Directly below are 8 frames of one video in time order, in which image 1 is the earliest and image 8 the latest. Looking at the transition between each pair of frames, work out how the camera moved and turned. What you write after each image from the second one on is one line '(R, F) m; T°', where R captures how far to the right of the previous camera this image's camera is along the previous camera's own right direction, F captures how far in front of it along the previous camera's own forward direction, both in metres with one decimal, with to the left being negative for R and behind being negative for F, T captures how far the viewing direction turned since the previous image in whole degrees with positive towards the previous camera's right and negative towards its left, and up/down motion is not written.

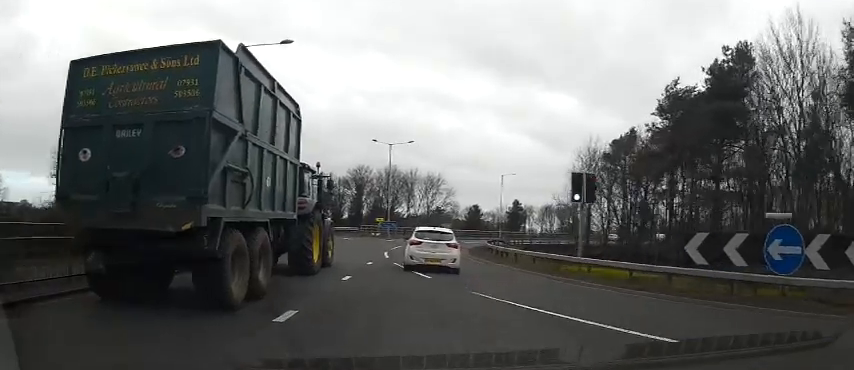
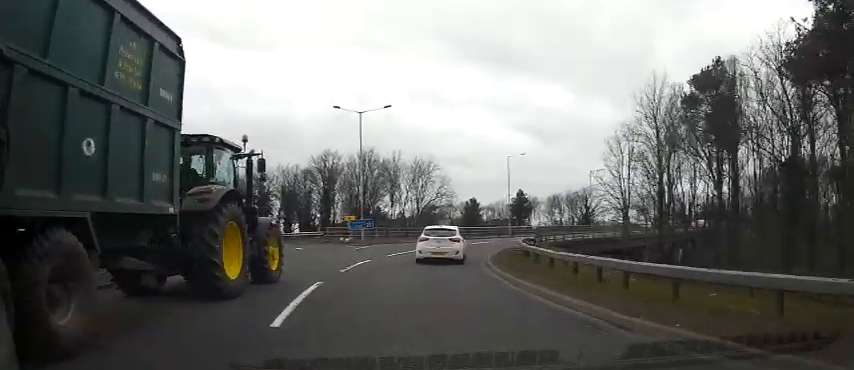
(-0.5, +17.0) m; -2°
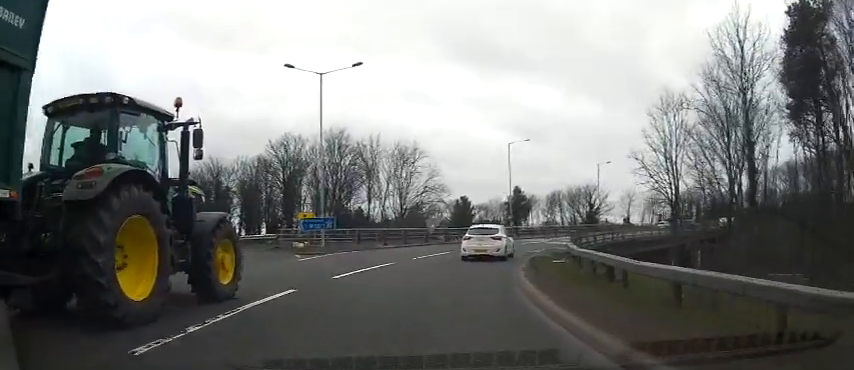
(+0.2, +10.9) m; +4°
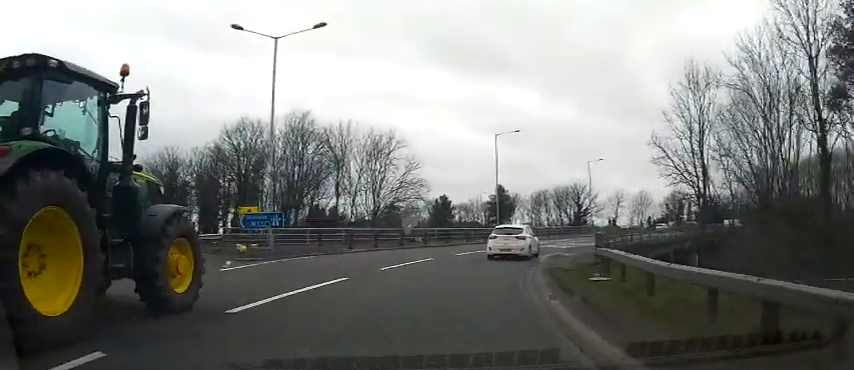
(+0.1, +6.0) m; +3°
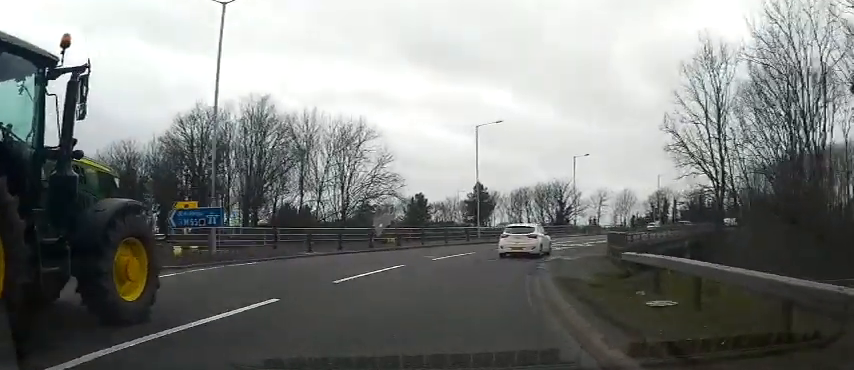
(0.0, +4.3) m; +2°
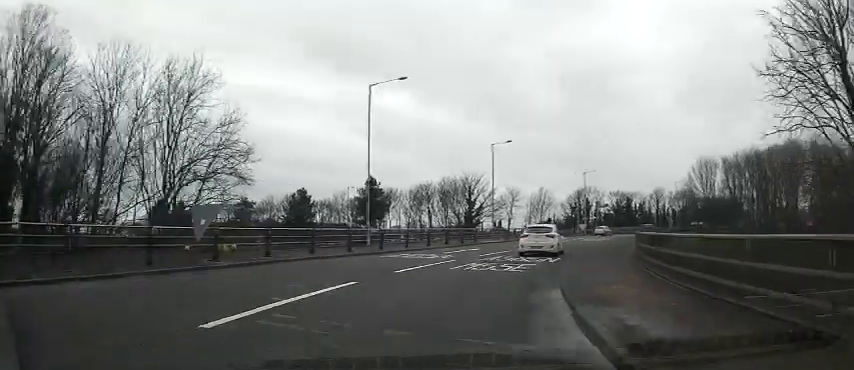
(+1.1, +14.0) m; +10°
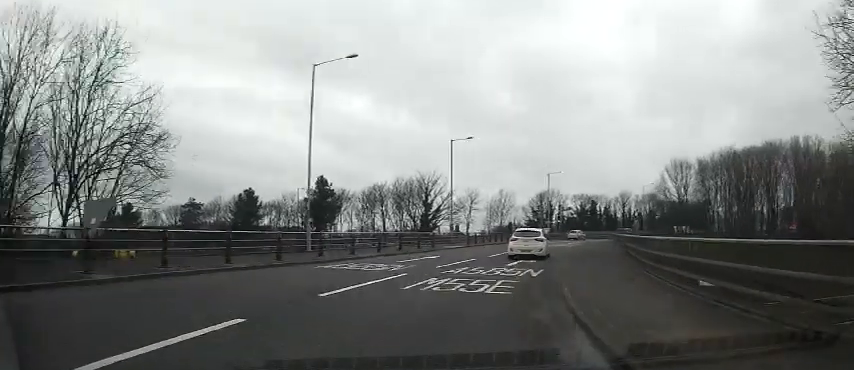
(-0.2, +4.4) m; +5°
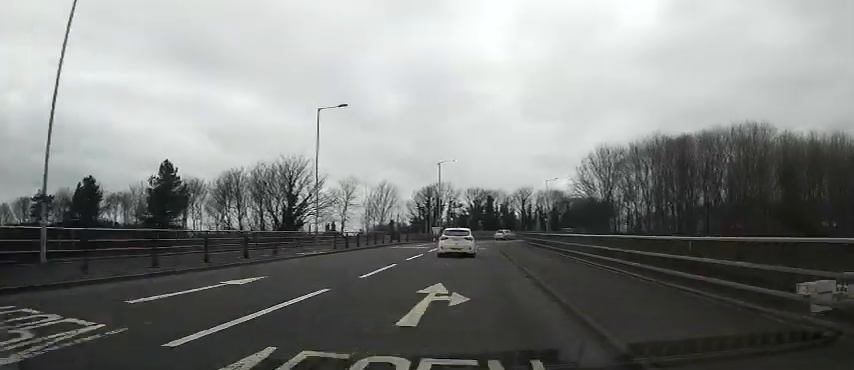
(+2.0, +12.7) m; +14°
